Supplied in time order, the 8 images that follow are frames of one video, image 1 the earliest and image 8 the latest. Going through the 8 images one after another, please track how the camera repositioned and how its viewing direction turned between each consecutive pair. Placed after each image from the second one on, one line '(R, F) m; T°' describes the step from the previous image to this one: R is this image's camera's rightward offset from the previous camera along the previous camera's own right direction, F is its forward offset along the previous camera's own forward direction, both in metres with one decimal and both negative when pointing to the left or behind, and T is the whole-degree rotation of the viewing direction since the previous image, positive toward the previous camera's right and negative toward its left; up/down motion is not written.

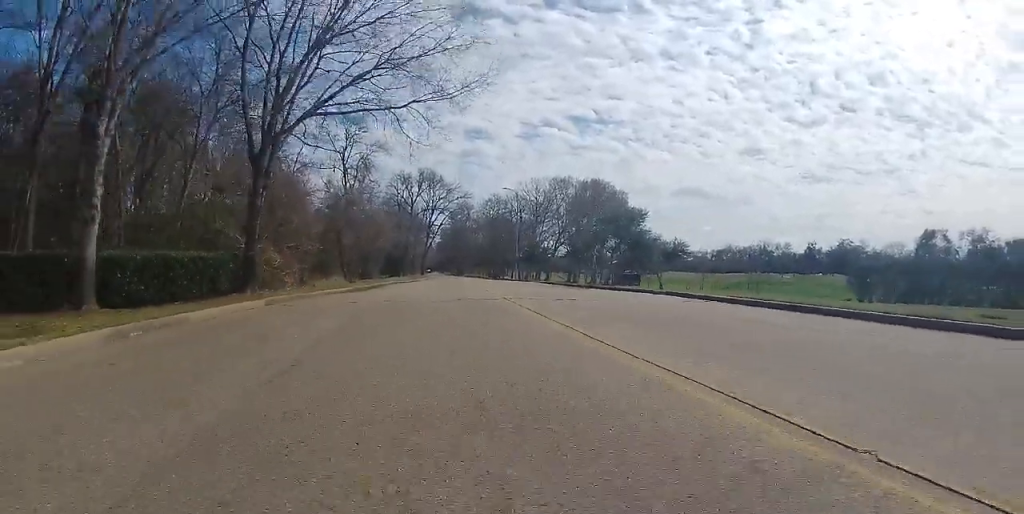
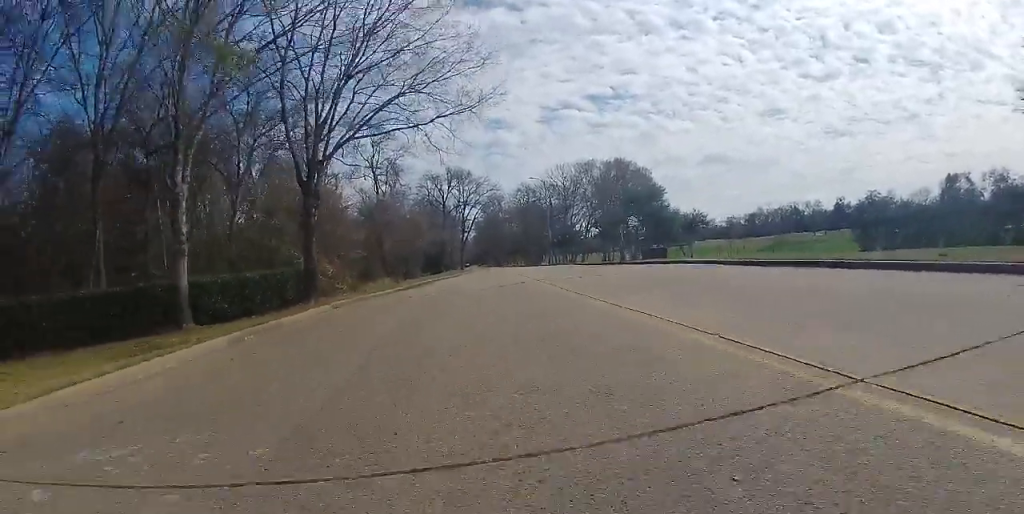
(0.0, +2.3) m; -2°
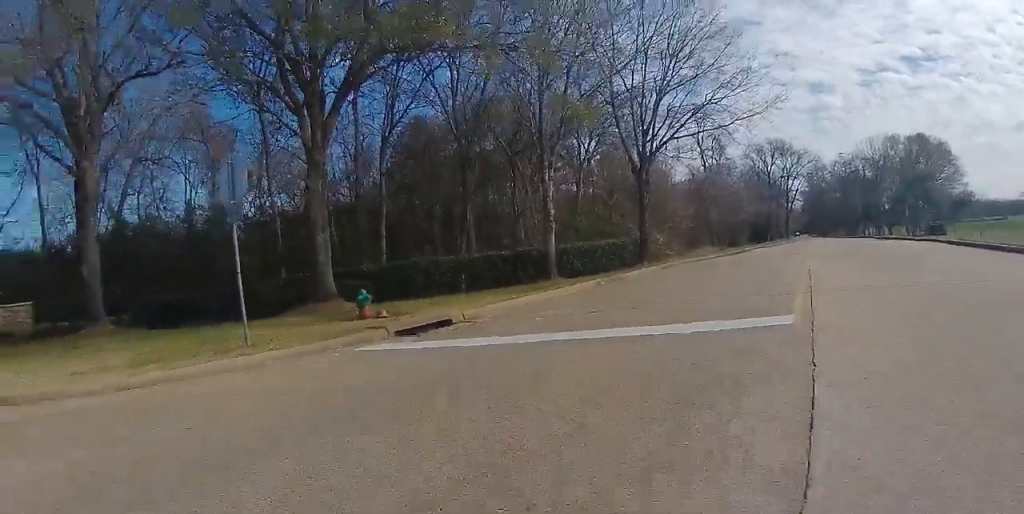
(-0.9, +5.7) m; -21°
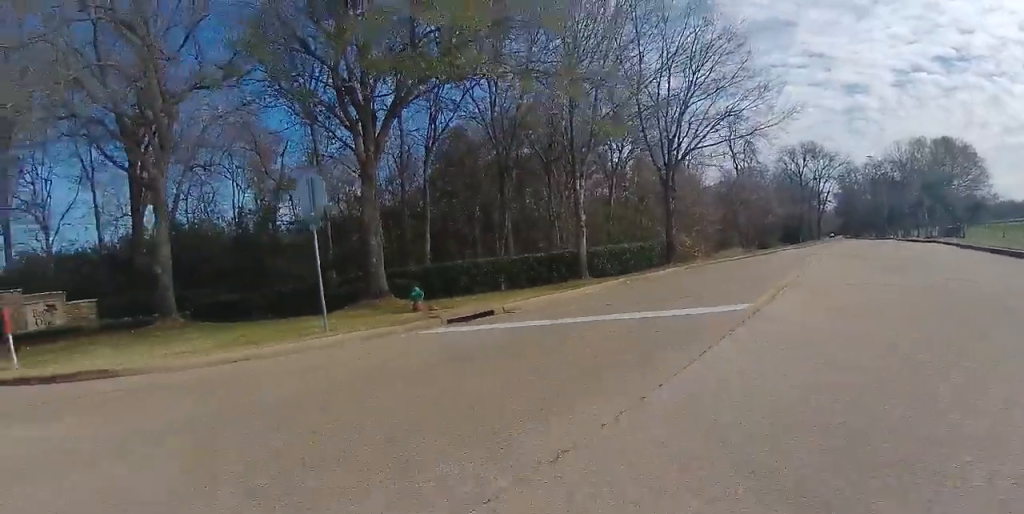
(-0.1, +2.0) m; -8°
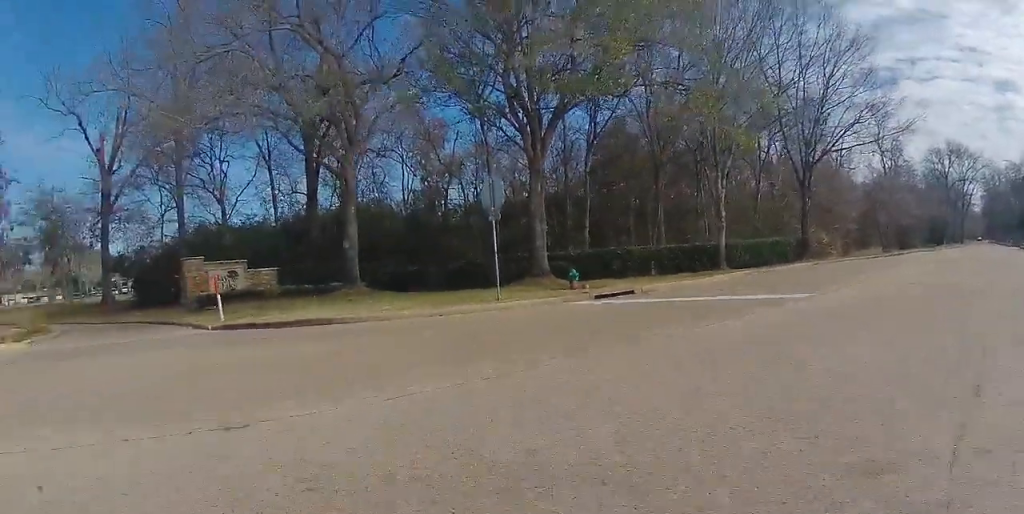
(-0.1, +2.9) m; -11°
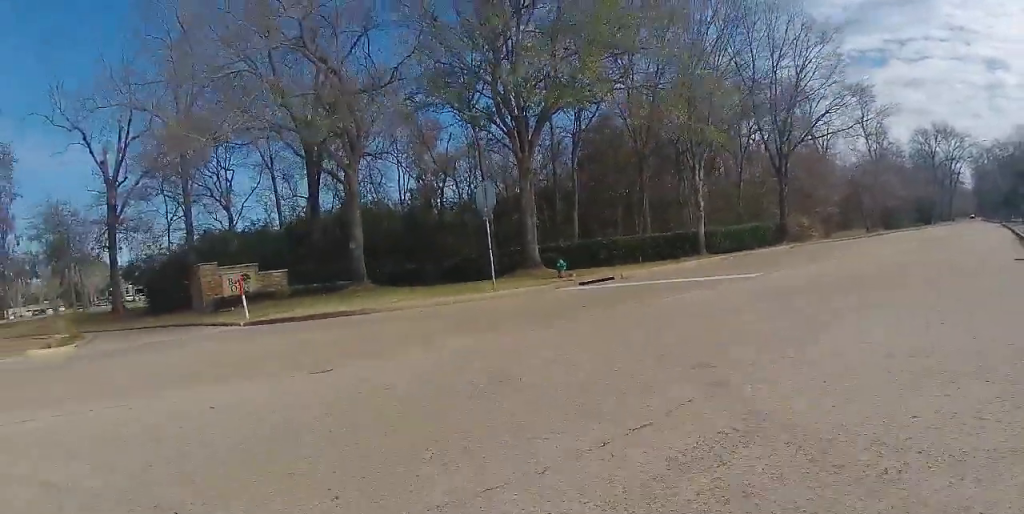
(-0.3, +2.0) m; -10°
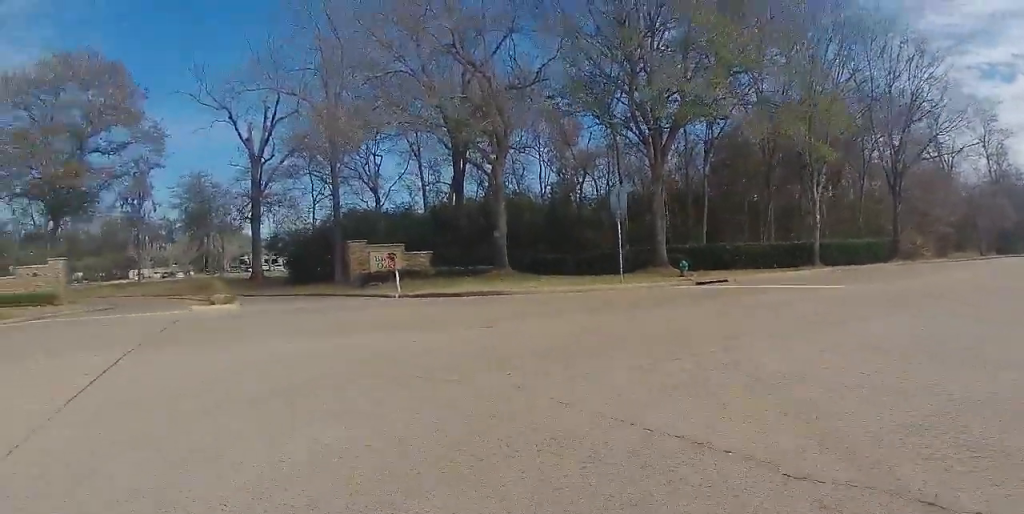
(0.0, +2.3) m; -11°
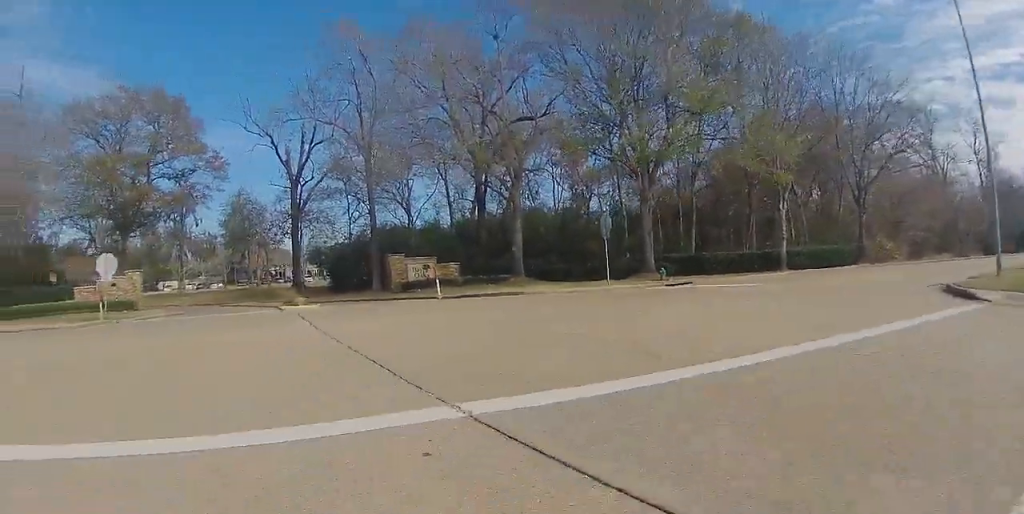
(-1.0, +6.1) m; -8°
